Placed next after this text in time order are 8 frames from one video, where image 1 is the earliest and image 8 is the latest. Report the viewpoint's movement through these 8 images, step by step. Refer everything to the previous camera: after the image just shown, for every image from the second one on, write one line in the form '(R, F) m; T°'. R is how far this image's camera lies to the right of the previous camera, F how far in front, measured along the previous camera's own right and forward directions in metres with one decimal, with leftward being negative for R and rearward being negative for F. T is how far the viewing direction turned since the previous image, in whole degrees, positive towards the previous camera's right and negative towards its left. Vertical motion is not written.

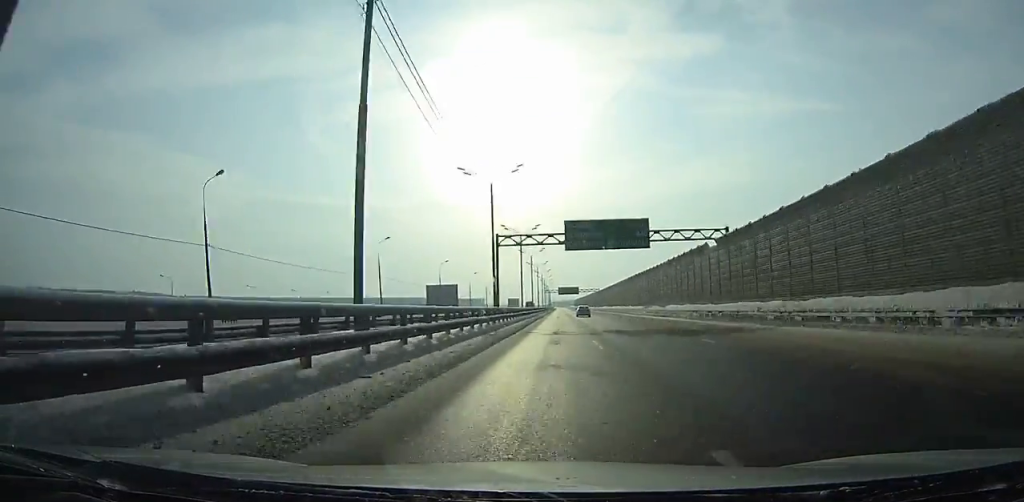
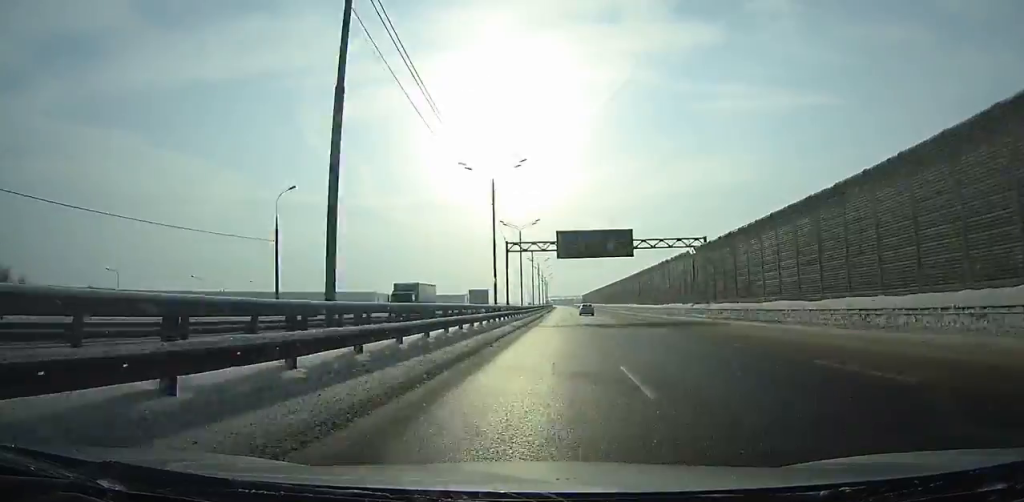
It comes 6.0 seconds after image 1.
(+0.5, +154.0) m; 0°
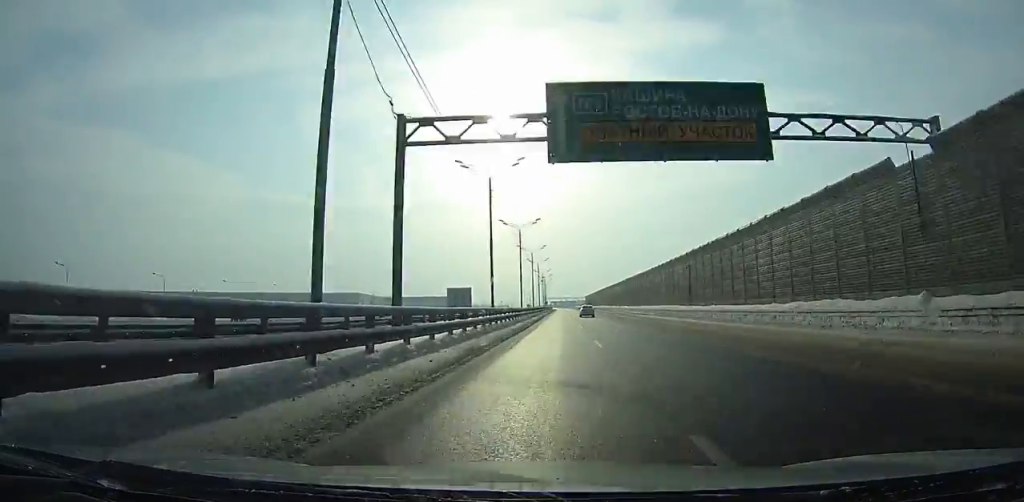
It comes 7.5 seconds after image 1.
(-0.1, +38.5) m; 0°
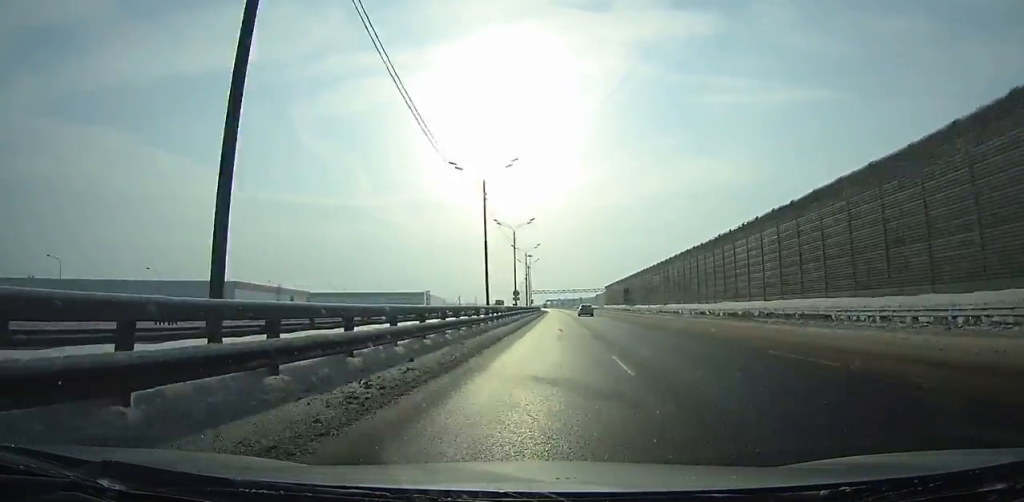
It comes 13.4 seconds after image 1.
(-0.4, +151.9) m; 0°
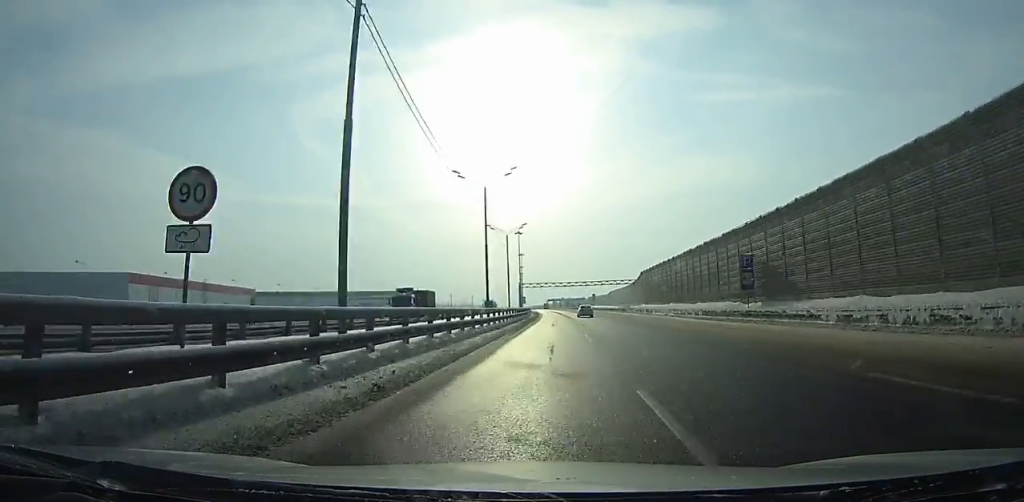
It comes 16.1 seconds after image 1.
(-0.1, +69.6) m; -1°
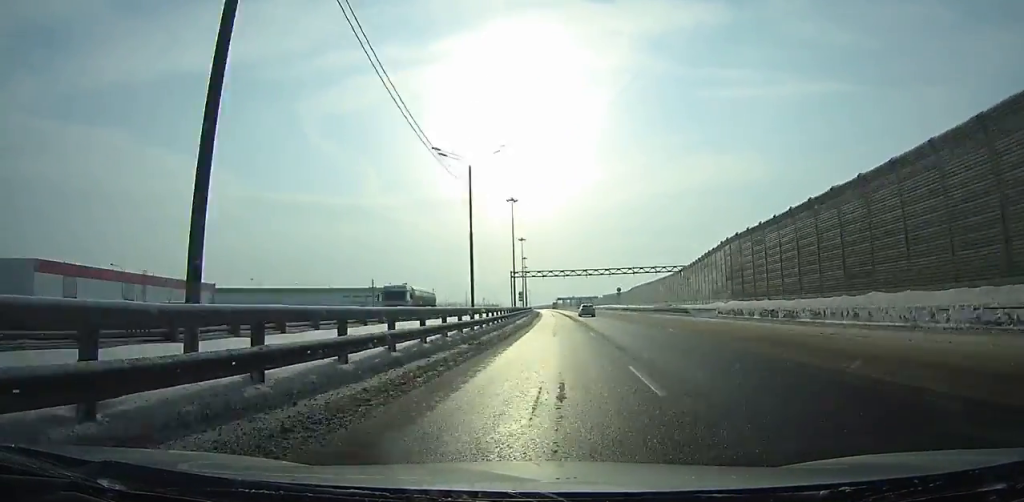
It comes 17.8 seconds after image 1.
(+0.2, +43.8) m; -1°
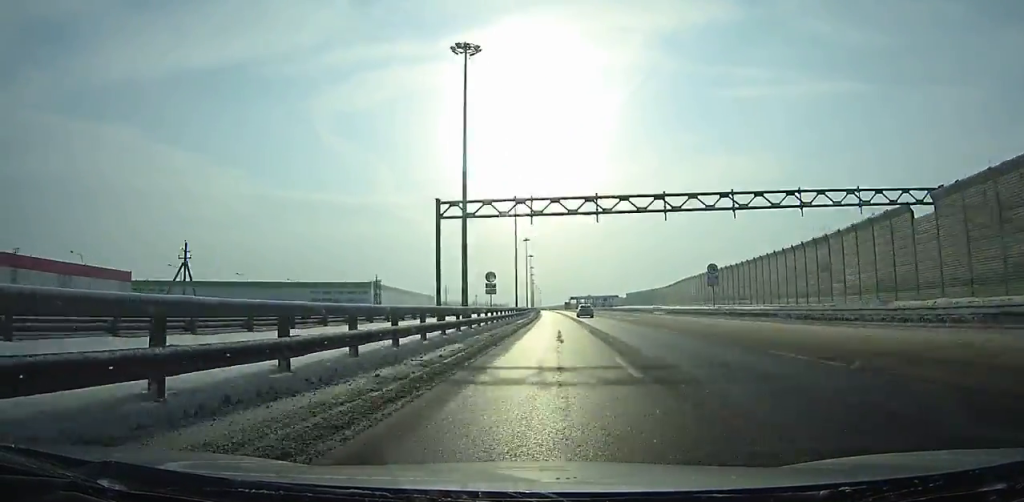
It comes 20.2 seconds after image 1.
(-1.0, +61.6) m; -2°
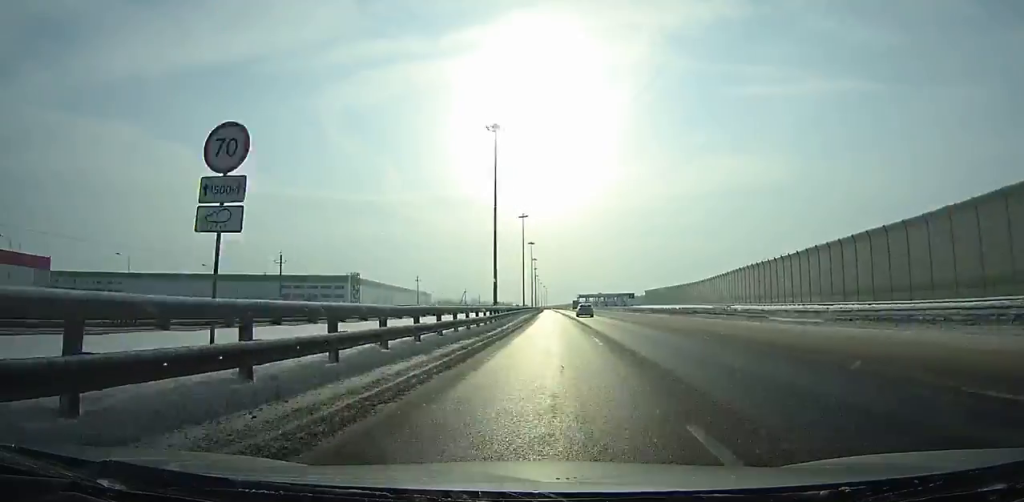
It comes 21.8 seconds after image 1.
(-0.4, +40.9) m; -1°
